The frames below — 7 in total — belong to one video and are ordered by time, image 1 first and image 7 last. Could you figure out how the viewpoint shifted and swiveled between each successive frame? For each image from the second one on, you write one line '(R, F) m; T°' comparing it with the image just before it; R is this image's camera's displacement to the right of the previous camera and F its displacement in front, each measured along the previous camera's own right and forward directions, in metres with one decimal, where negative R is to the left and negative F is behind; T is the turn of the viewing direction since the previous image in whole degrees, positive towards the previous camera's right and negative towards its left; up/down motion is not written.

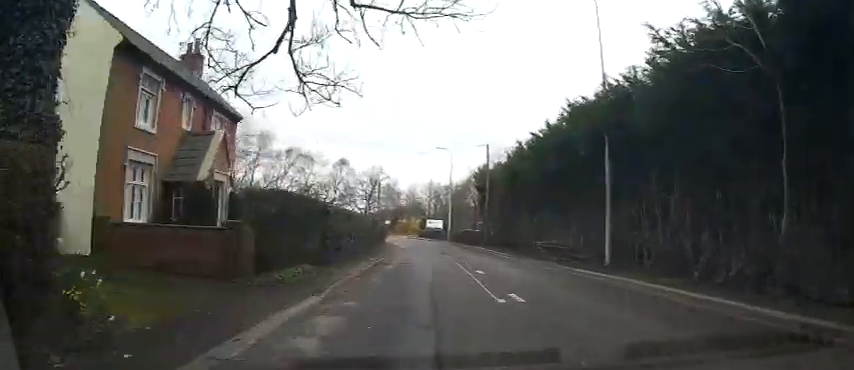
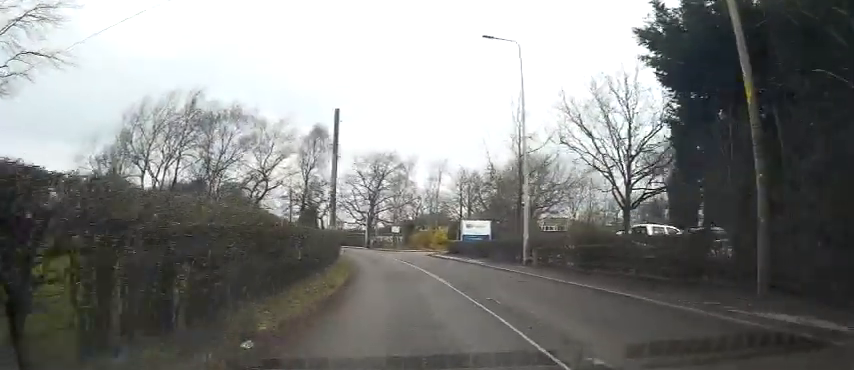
(-1.1, +35.1) m; -4°
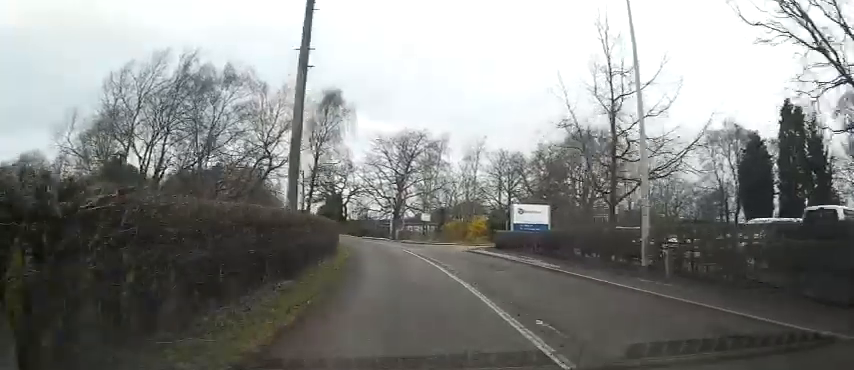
(-0.1, +10.1) m; -2°
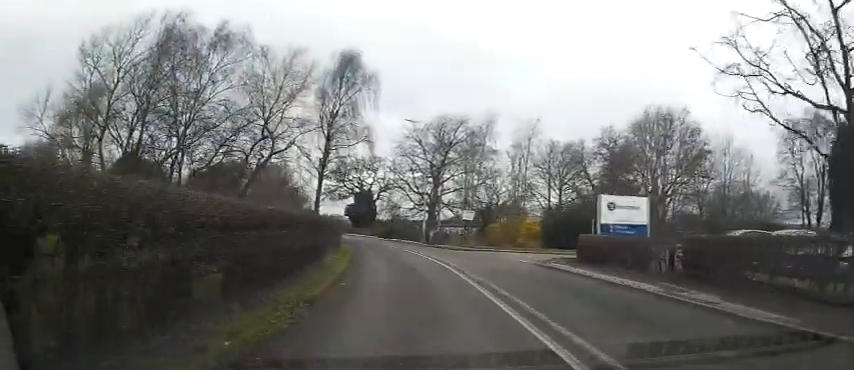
(-0.3, +10.1) m; -5°
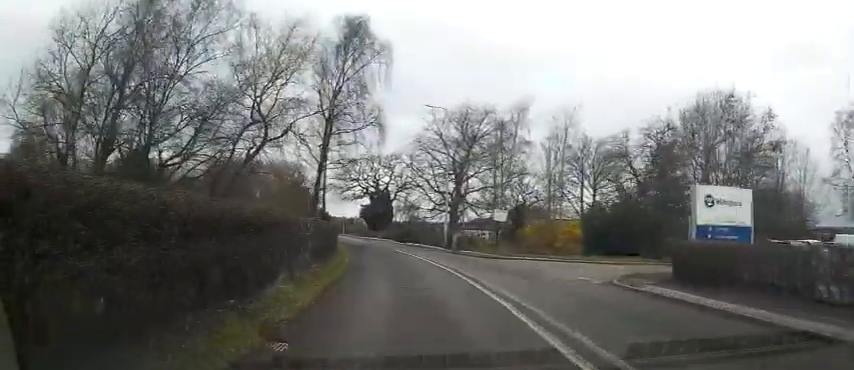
(-0.3, +6.5) m; -3°
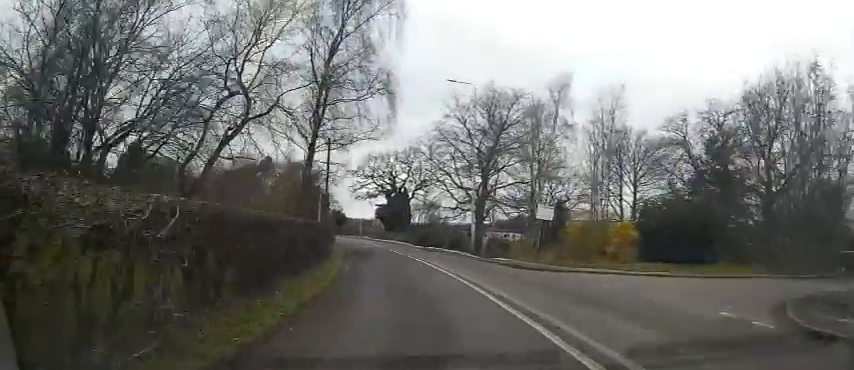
(-0.1, +6.5) m; -3°
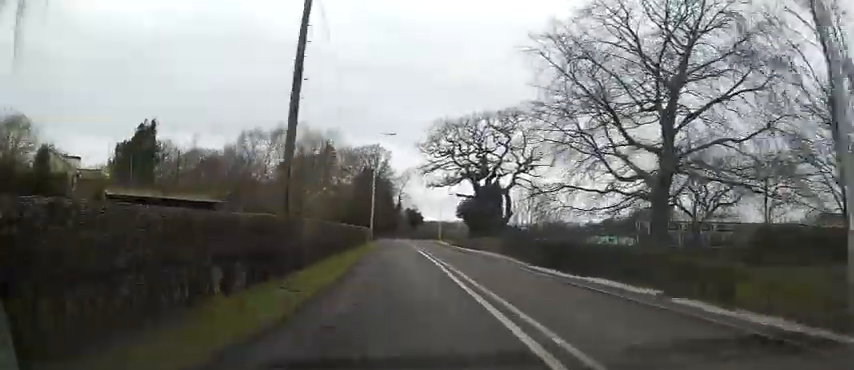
(-1.6, +24.8) m; -6°
